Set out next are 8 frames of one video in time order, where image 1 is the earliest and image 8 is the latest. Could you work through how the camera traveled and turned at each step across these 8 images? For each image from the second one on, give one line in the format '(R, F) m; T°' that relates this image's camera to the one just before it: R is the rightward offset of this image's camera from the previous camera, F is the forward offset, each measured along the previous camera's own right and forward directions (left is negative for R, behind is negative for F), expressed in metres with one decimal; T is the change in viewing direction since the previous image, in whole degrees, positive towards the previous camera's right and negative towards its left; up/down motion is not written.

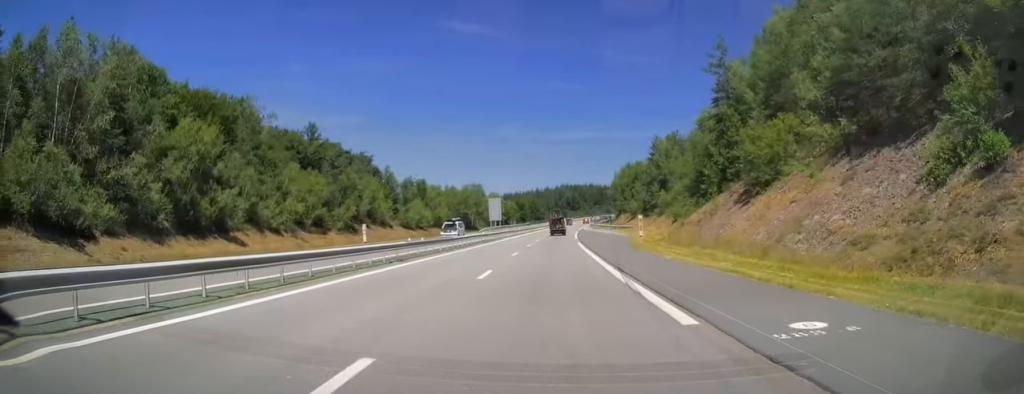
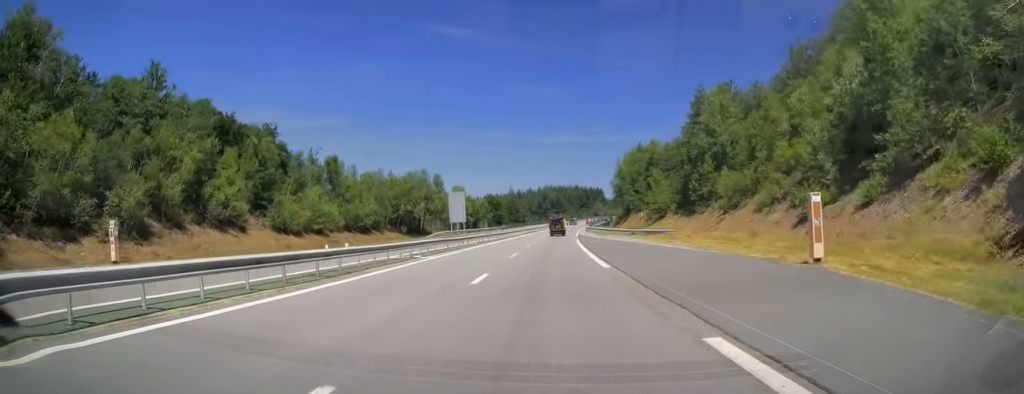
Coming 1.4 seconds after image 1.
(+0.7, +40.0) m; +2°
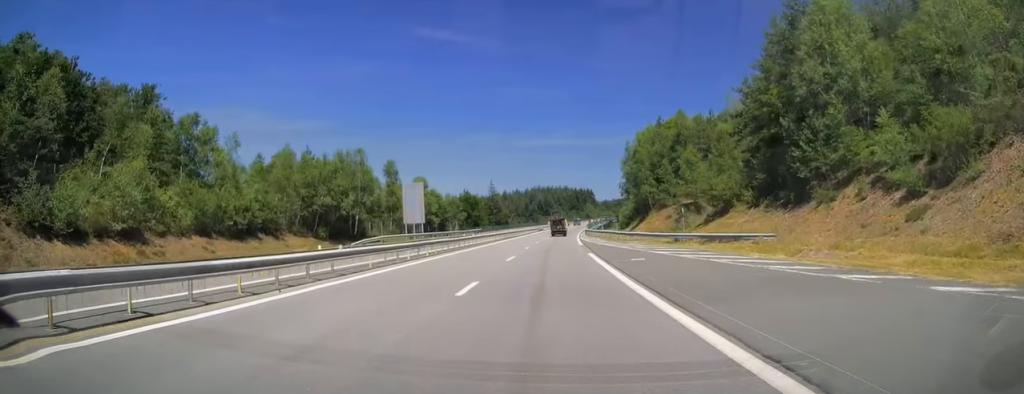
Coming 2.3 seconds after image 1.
(+0.2, +28.7) m; +1°
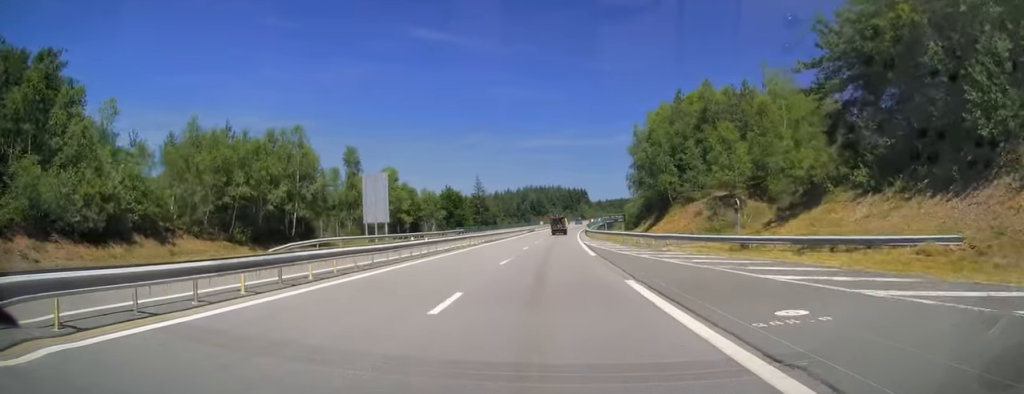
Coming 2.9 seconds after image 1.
(0.0, +15.8) m; 0°
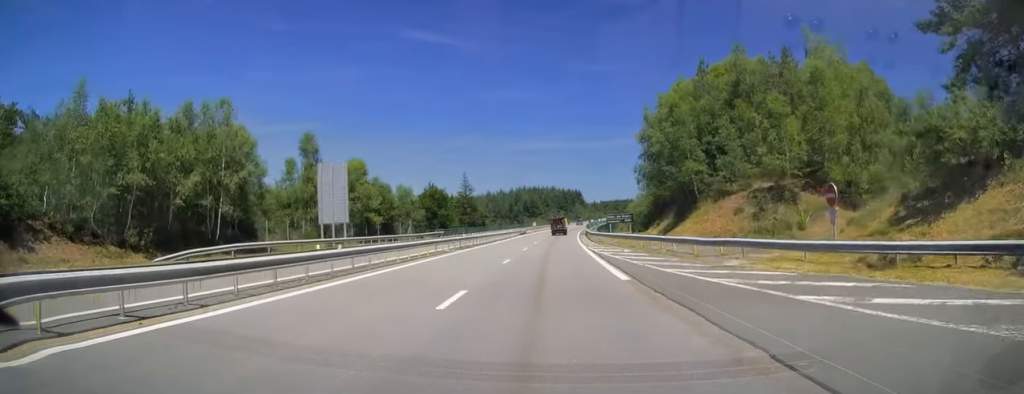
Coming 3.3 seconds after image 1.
(+0.1, +12.4) m; +1°
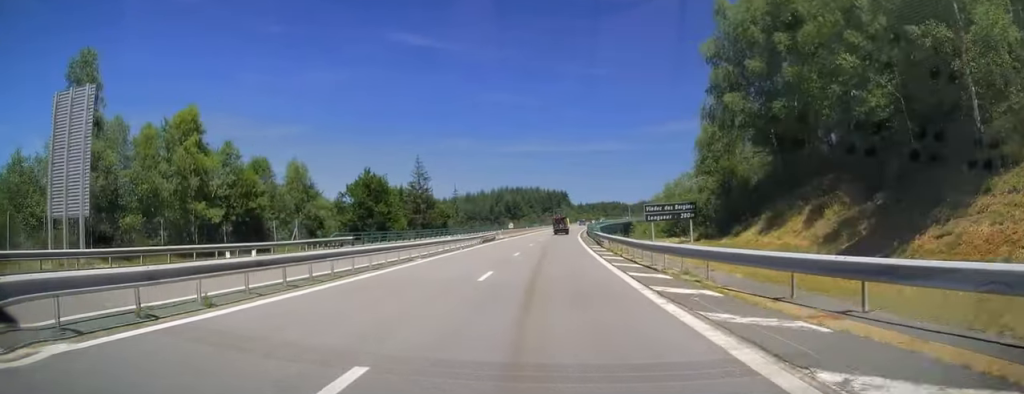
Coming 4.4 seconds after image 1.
(+0.6, +33.5) m; +2°
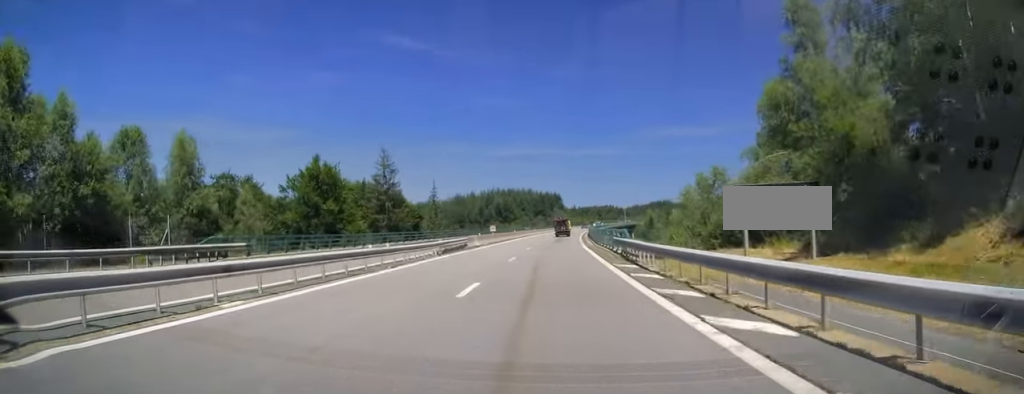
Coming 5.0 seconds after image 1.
(+0.2, +16.8) m; +1°
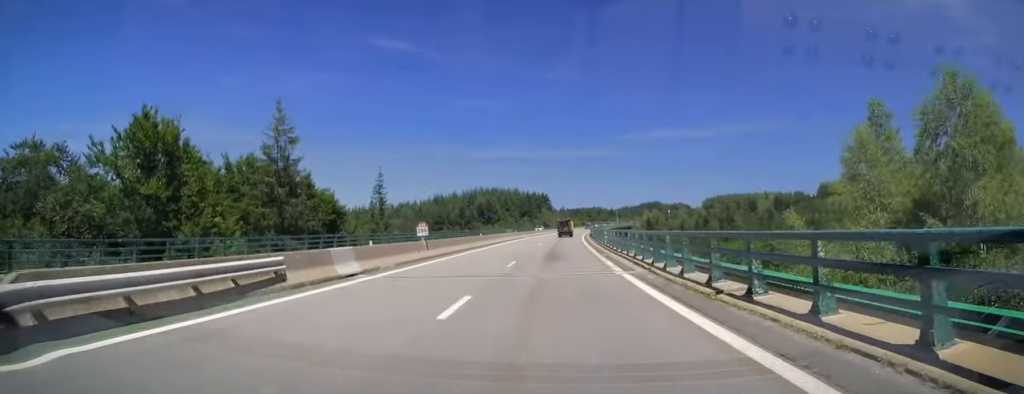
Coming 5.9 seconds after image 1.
(0.0, +29.1) m; +1°
